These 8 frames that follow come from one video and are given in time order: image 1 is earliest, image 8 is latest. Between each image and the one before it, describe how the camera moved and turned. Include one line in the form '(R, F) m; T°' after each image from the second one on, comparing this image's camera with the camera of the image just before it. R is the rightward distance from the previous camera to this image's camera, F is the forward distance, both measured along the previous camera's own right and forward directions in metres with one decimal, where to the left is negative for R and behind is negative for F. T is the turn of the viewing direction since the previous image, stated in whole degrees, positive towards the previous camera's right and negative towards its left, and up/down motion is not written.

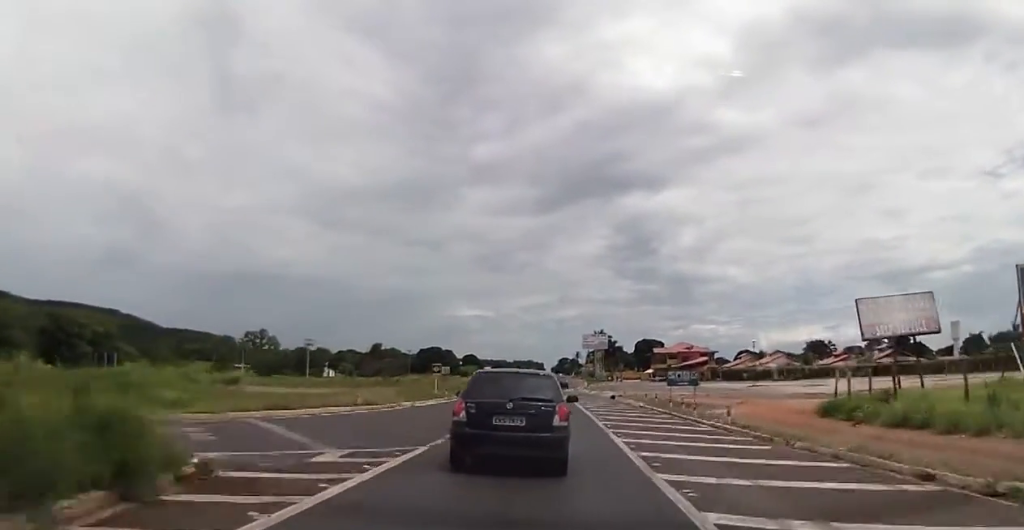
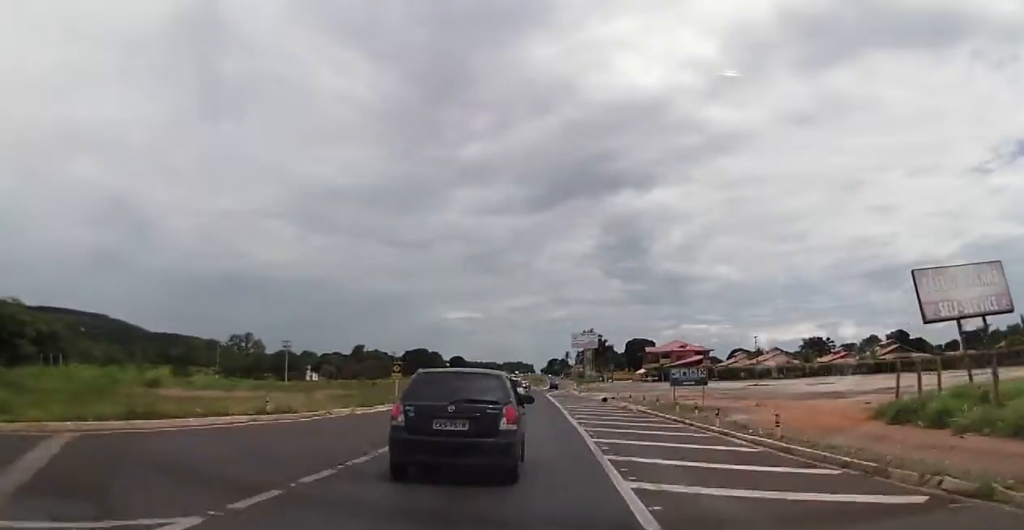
(+0.2, +7.2) m; 0°
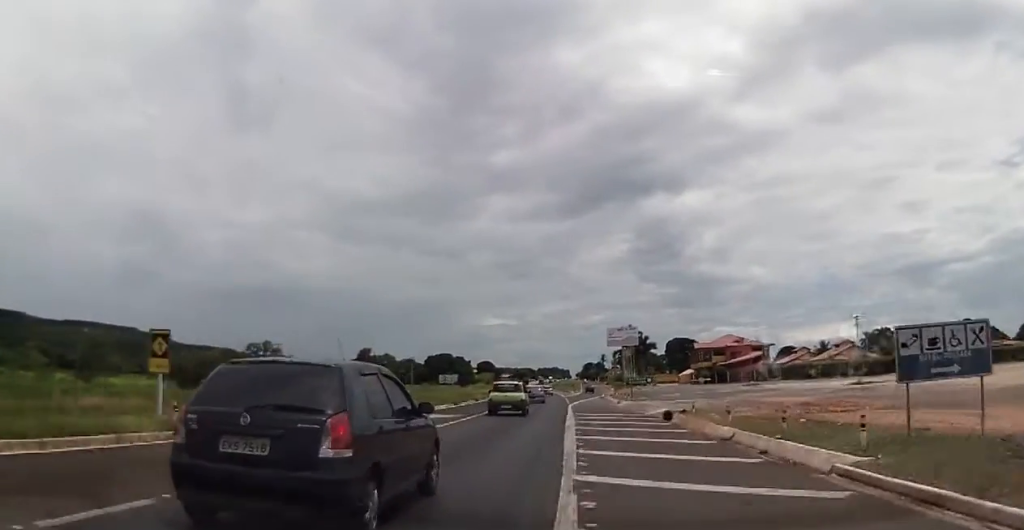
(-0.5, +23.9) m; -3°
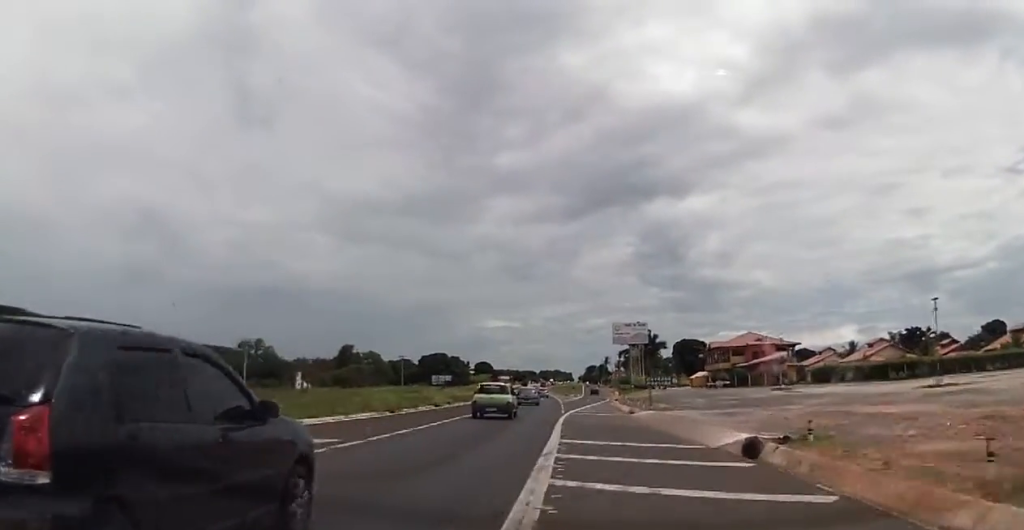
(-0.4, +14.8) m; -2°
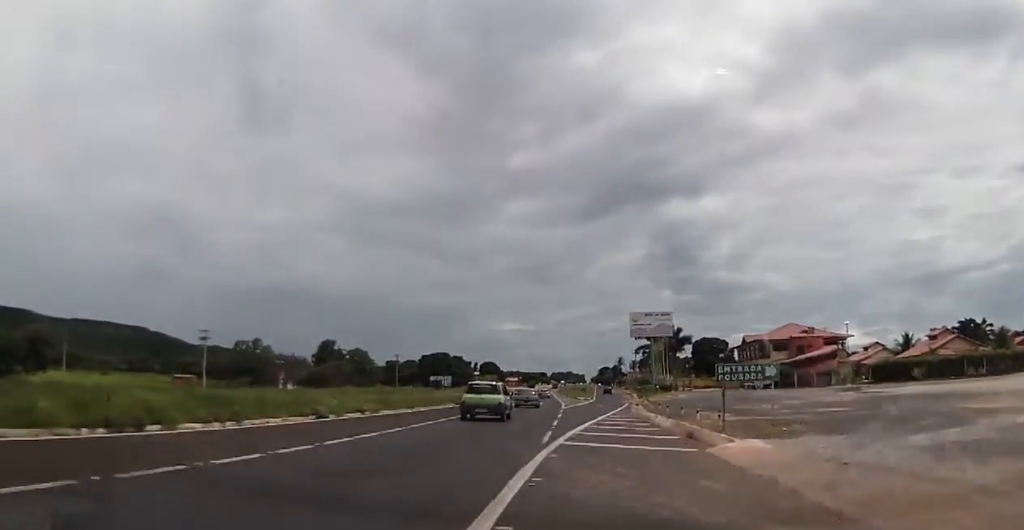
(-0.2, +18.6) m; 0°
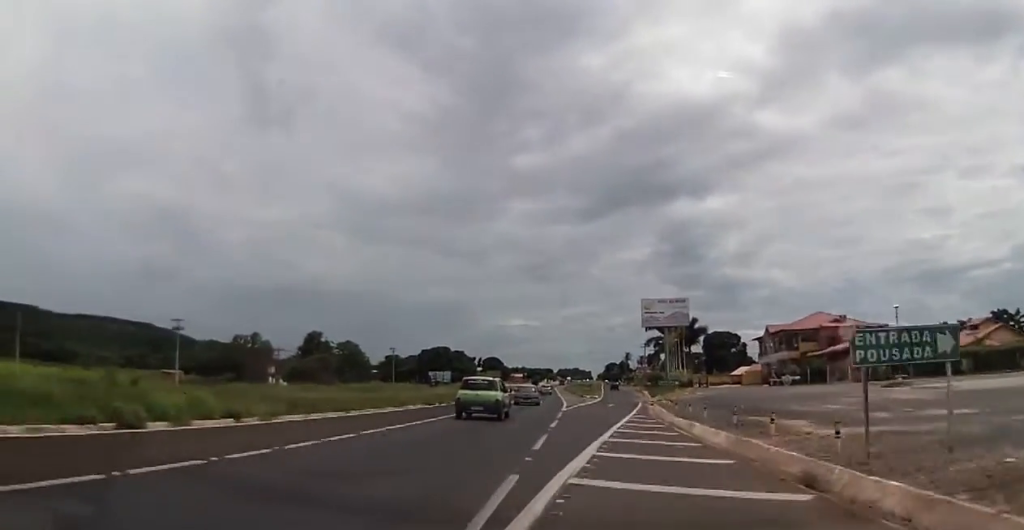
(+0.1, +10.1) m; 0°
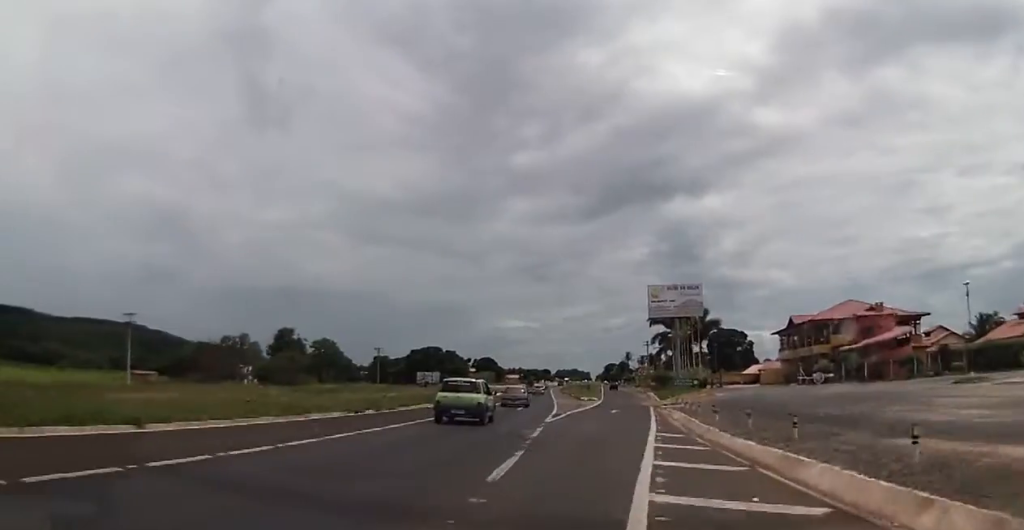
(+0.1, +12.0) m; 0°
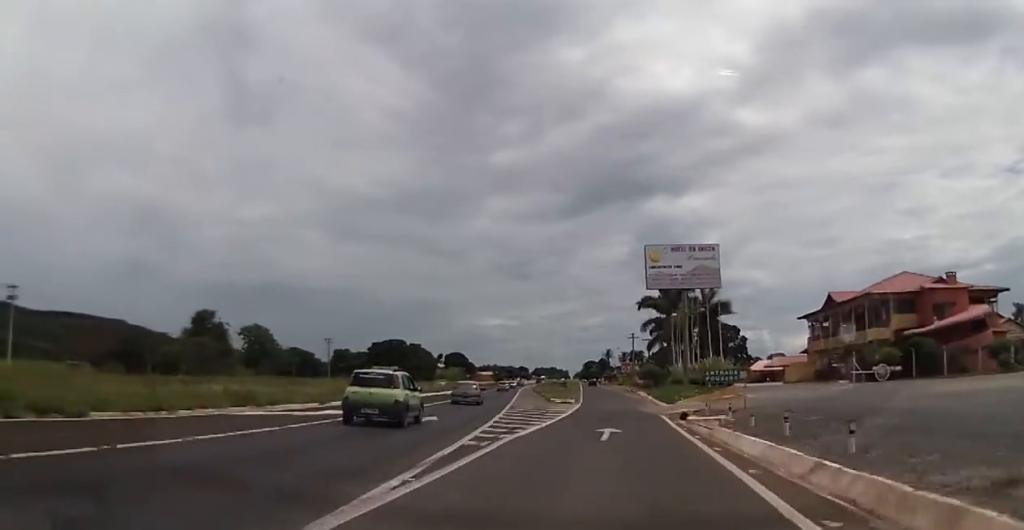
(-0.3, +20.2) m; +1°
